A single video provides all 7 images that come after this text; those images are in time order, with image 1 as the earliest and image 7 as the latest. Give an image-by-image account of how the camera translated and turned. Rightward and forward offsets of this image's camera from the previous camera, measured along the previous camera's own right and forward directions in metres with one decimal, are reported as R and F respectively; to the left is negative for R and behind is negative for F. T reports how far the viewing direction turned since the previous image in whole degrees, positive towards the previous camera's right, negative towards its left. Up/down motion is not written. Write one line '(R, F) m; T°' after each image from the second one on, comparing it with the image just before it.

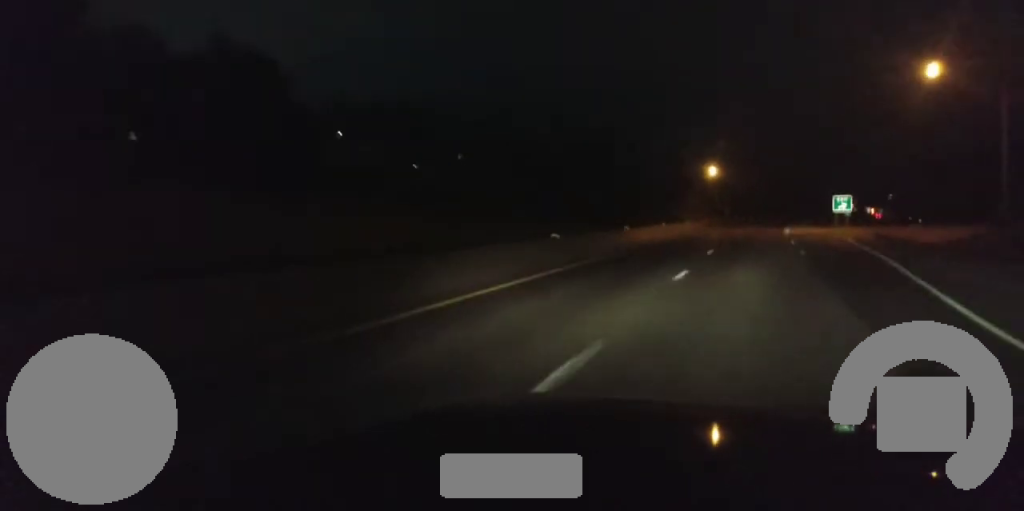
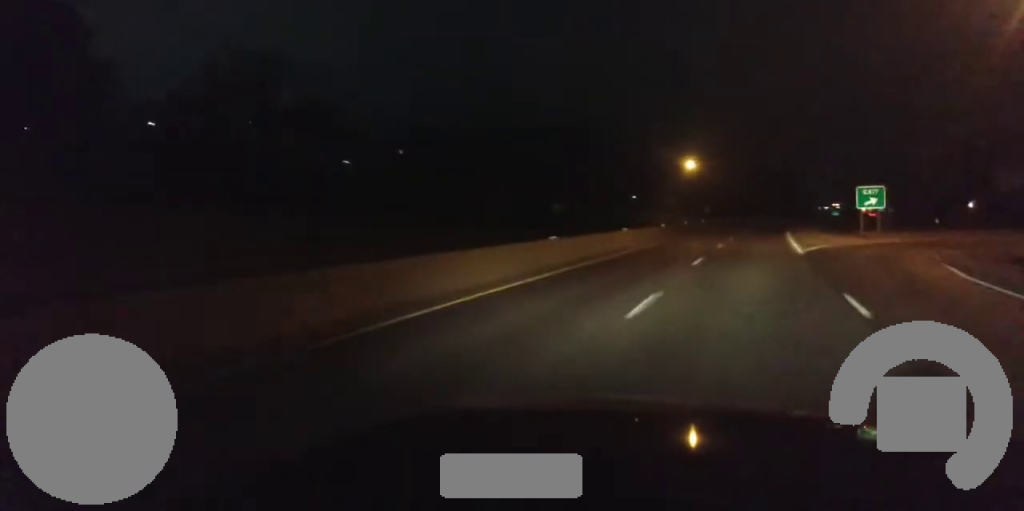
(0.0, +29.8) m; +1°
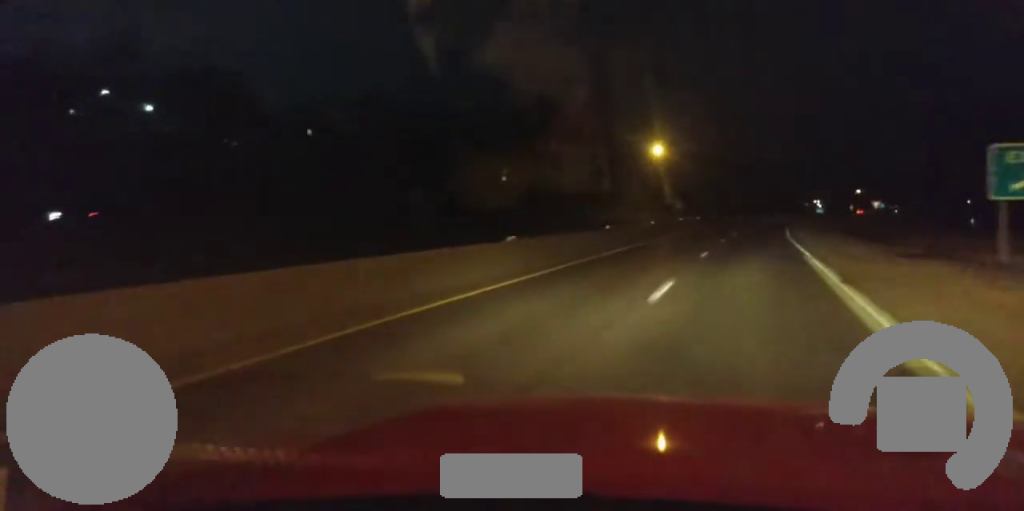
(+0.6, +34.2) m; +2°
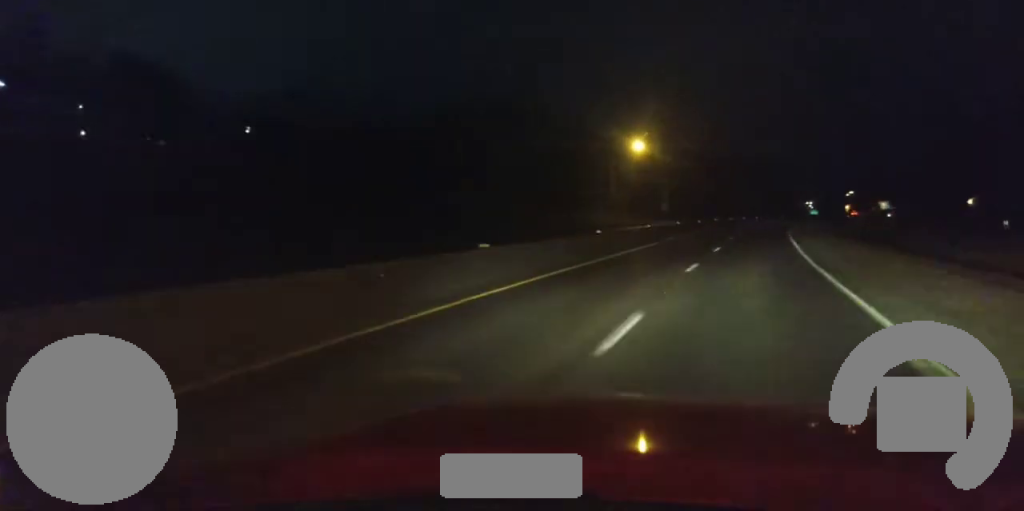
(+0.3, +17.0) m; +1°
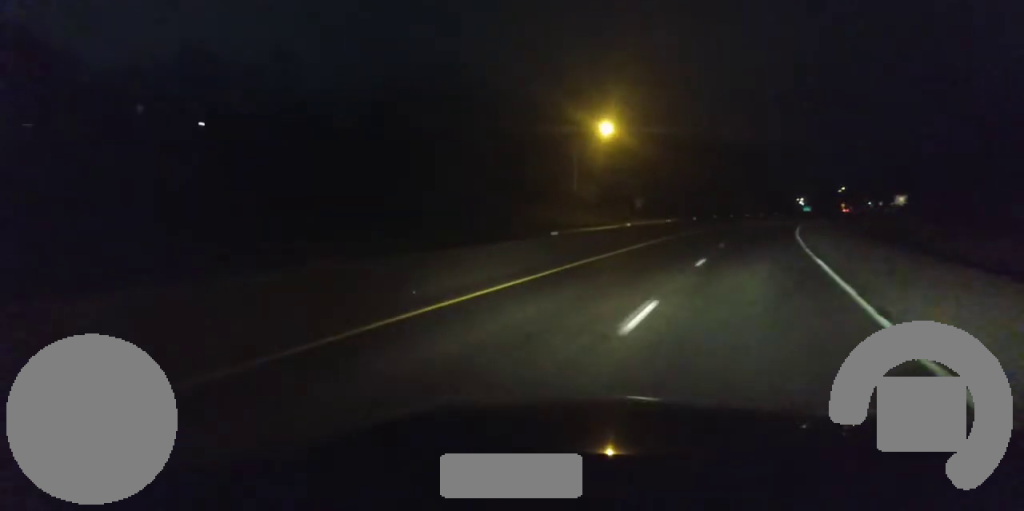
(+0.2, +22.7) m; +1°
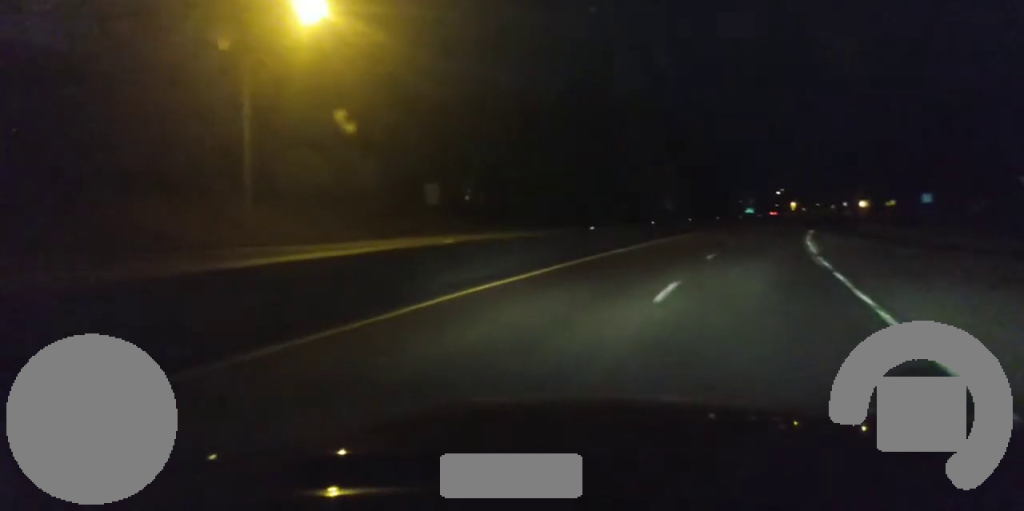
(+1.8, +69.2) m; +3°
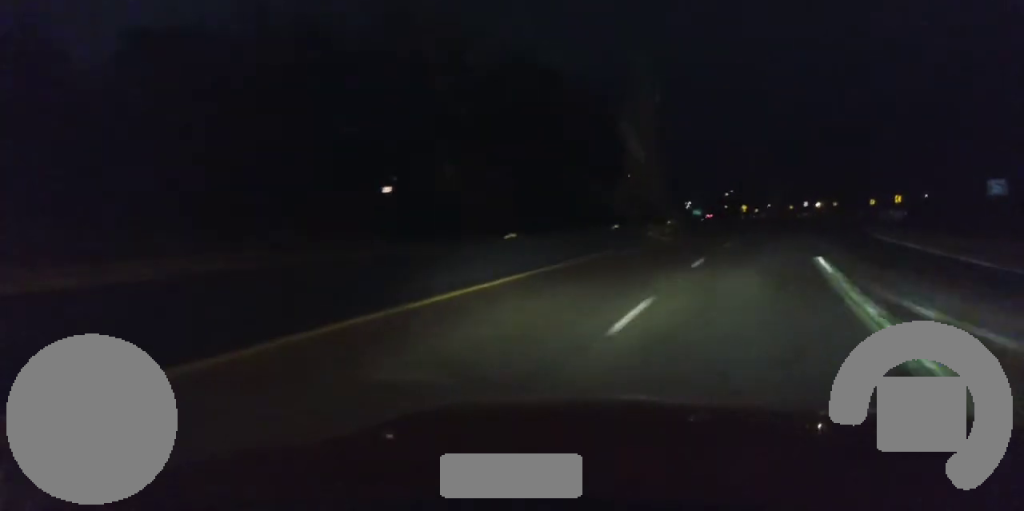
(+1.2, +39.5) m; +4°
